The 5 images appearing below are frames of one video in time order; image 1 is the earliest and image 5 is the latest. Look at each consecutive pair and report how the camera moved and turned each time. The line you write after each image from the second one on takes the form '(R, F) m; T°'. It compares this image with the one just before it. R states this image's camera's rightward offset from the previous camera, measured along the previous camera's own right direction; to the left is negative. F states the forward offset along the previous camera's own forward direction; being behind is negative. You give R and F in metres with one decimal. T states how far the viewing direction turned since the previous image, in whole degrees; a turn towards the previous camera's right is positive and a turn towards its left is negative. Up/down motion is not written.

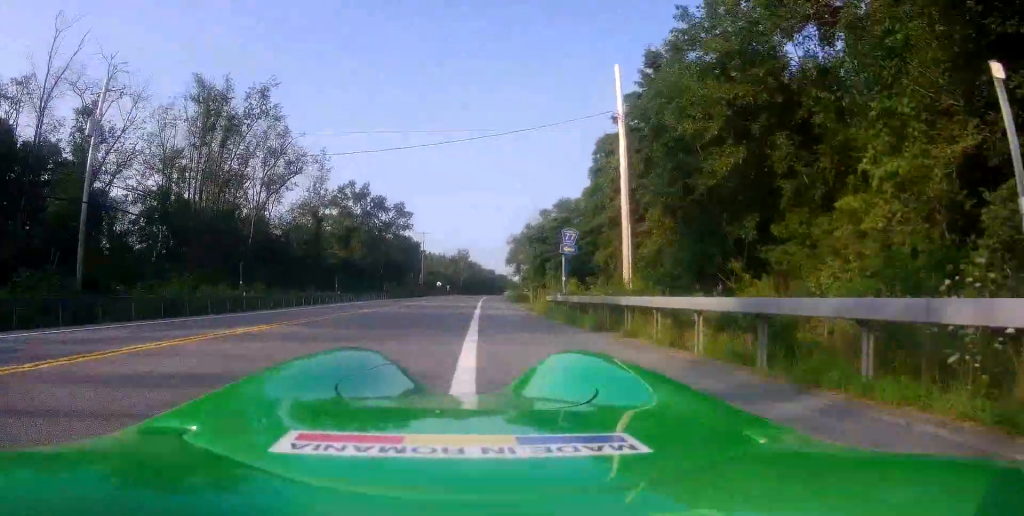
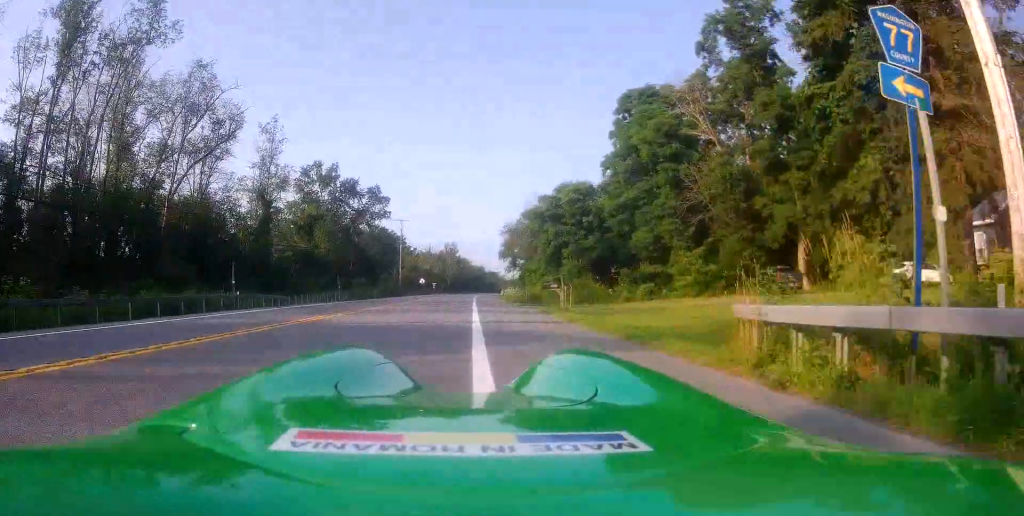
(+0.8, +17.7) m; +4°
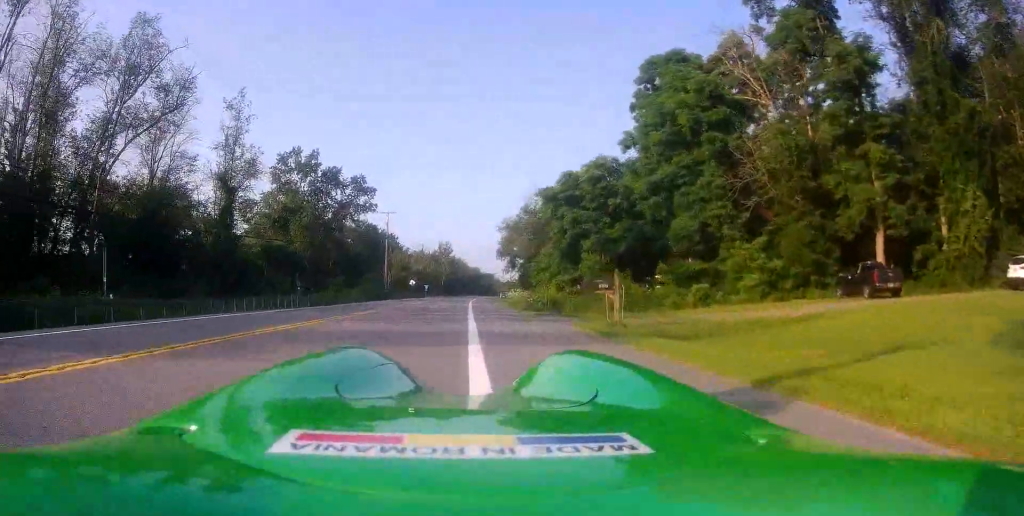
(+0.1, +9.5) m; -2°
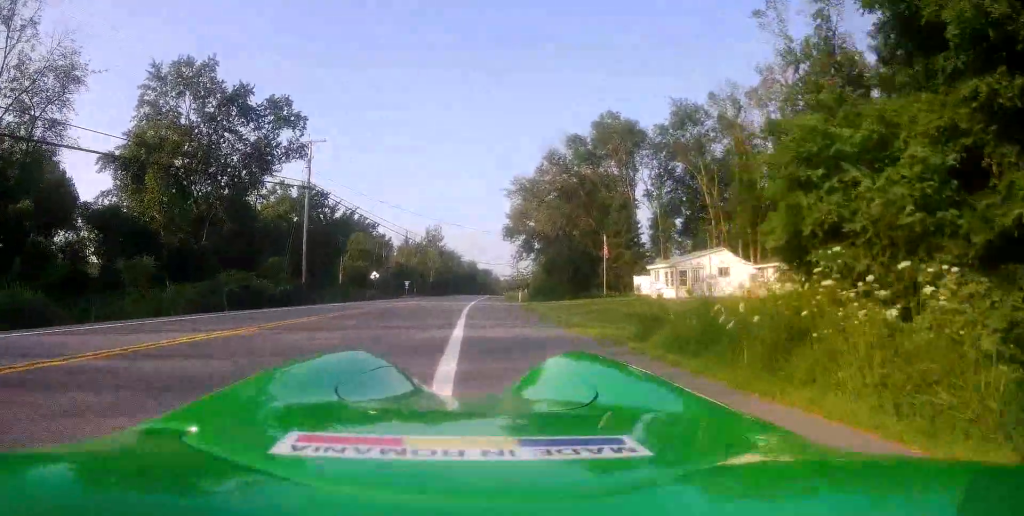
(-0.3, +35.7) m; +2°
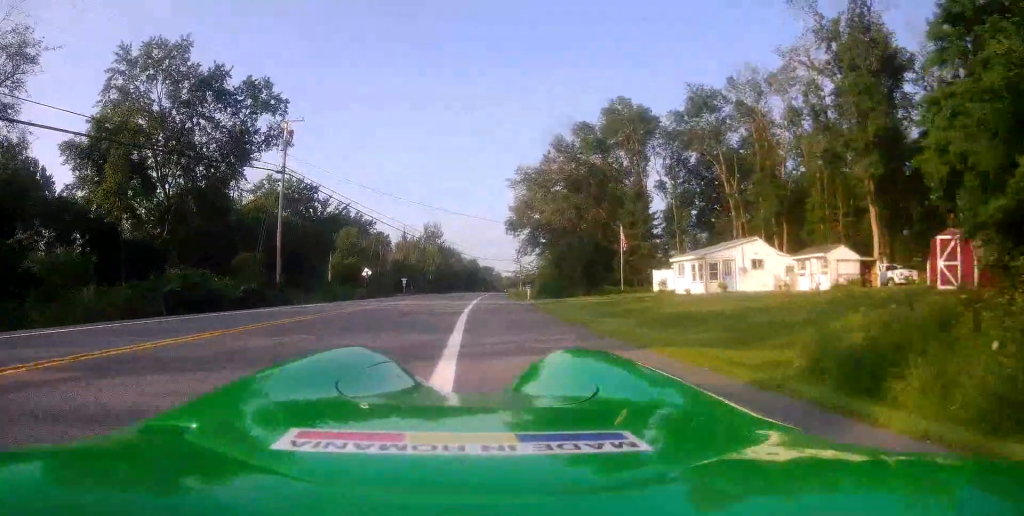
(0.0, +5.4) m; +1°
